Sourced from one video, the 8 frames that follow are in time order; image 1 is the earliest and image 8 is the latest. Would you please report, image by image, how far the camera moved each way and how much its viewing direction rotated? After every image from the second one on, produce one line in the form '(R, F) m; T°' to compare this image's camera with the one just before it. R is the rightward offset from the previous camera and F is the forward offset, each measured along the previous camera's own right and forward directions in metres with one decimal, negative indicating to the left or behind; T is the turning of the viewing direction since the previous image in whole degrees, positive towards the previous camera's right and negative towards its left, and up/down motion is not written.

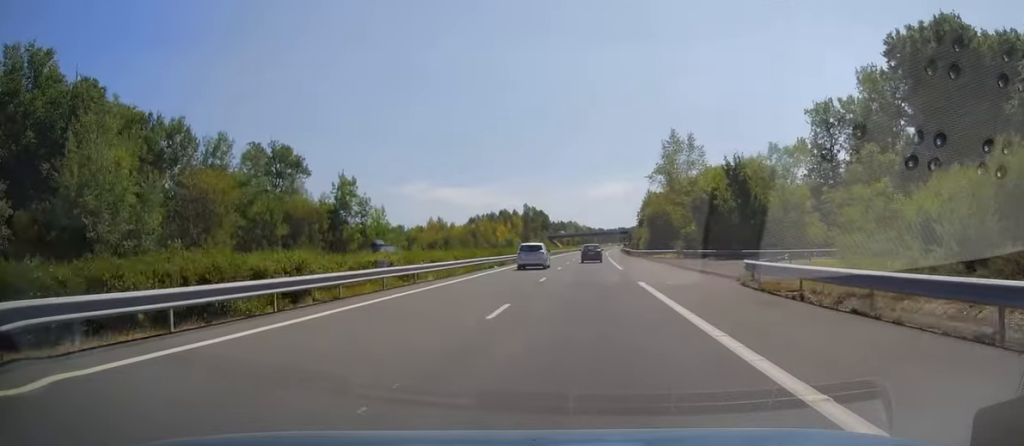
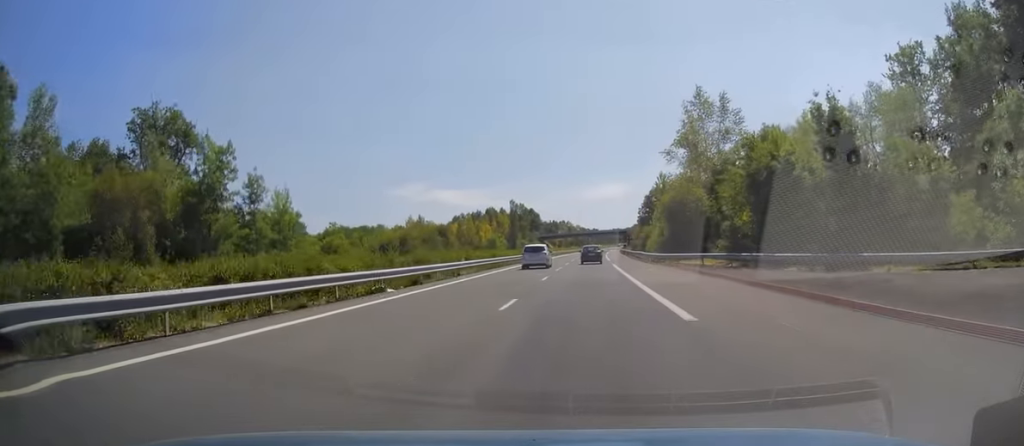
(+0.3, +24.1) m; +1°
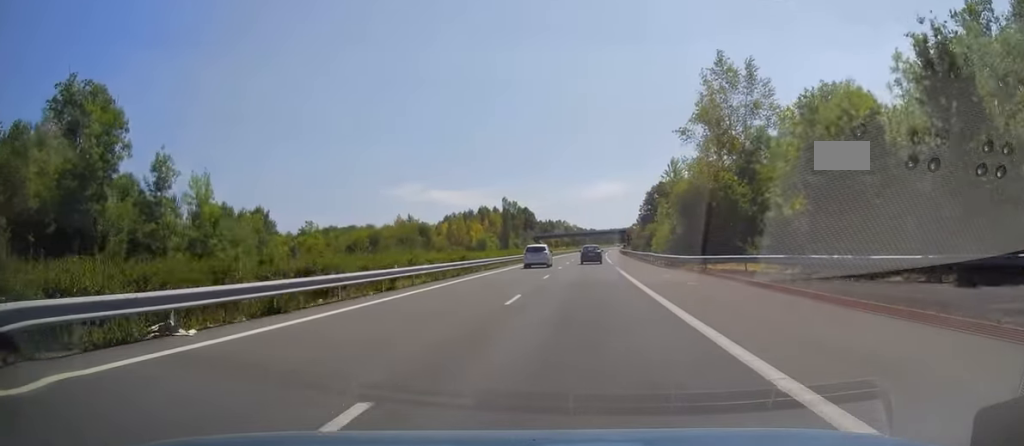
(+0.2, +11.8) m; 0°
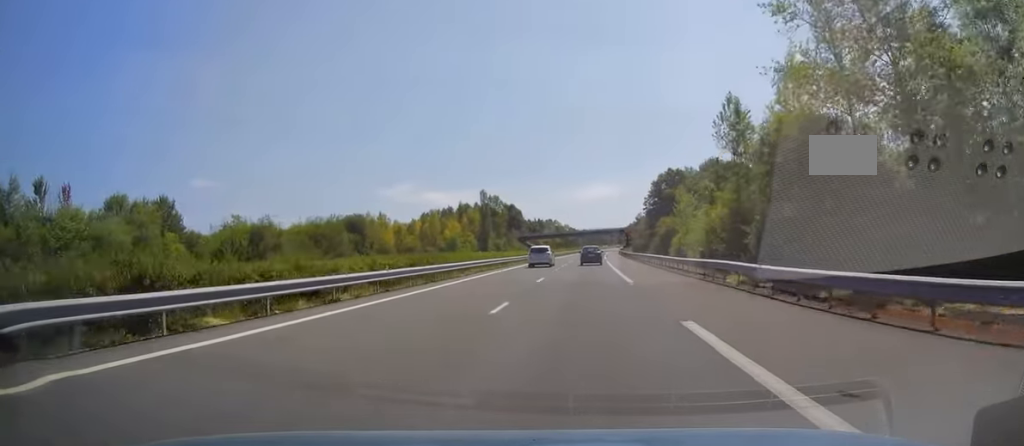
(-0.3, +28.0) m; 0°
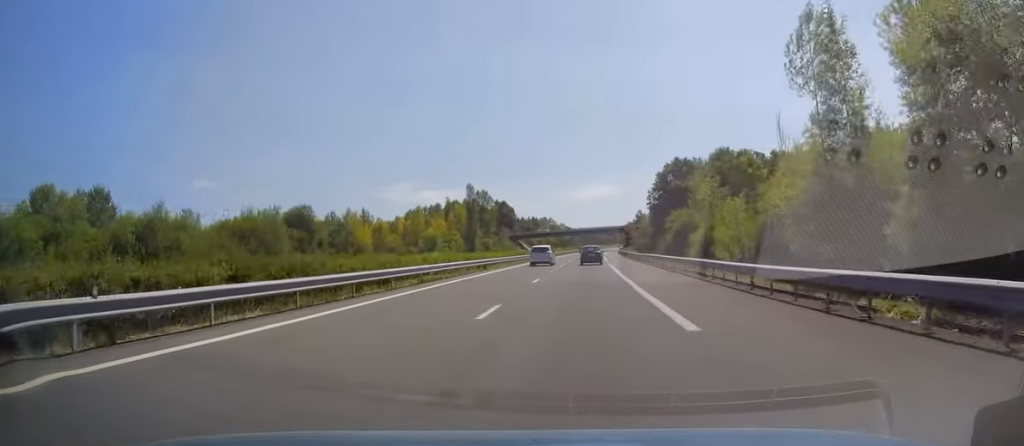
(0.0, +14.2) m; 0°
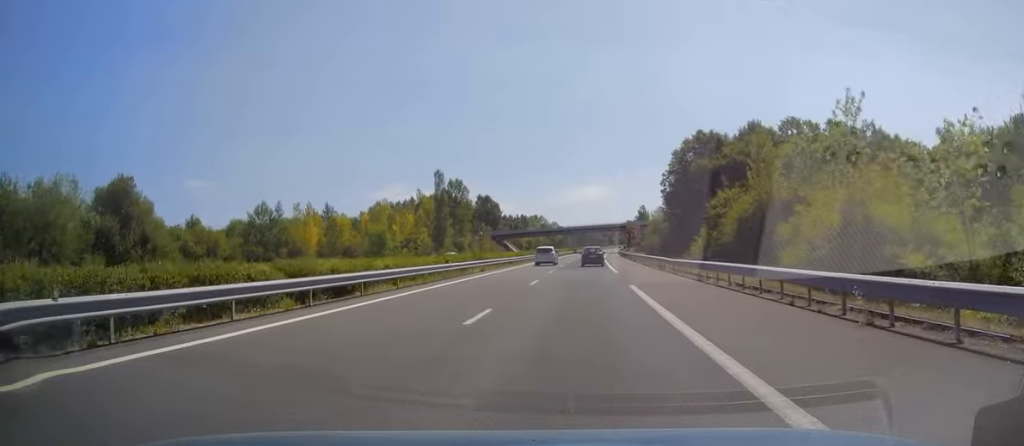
(+0.3, +26.9) m; +1°
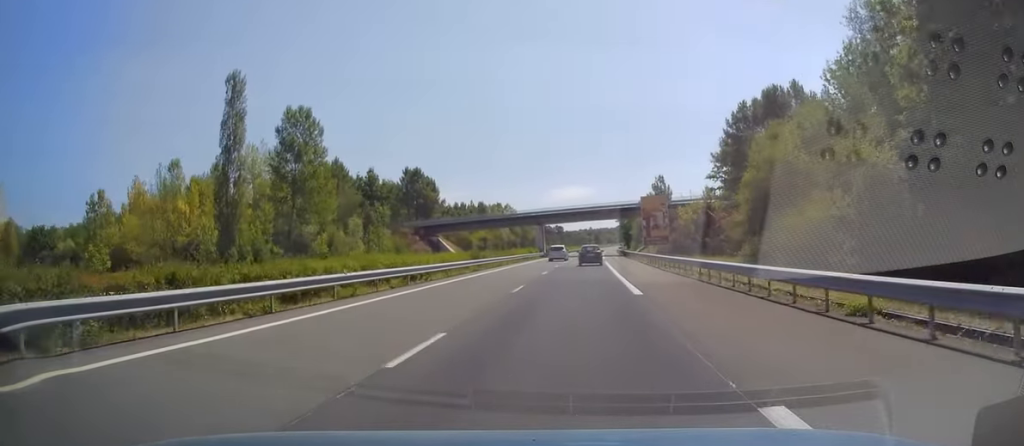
(+1.3, +69.3) m; +2°
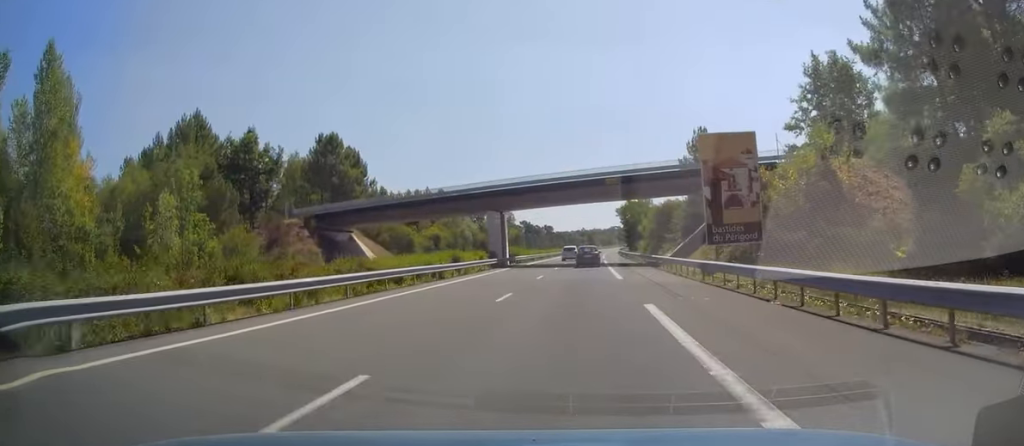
(0.0, +42.5) m; +1°
